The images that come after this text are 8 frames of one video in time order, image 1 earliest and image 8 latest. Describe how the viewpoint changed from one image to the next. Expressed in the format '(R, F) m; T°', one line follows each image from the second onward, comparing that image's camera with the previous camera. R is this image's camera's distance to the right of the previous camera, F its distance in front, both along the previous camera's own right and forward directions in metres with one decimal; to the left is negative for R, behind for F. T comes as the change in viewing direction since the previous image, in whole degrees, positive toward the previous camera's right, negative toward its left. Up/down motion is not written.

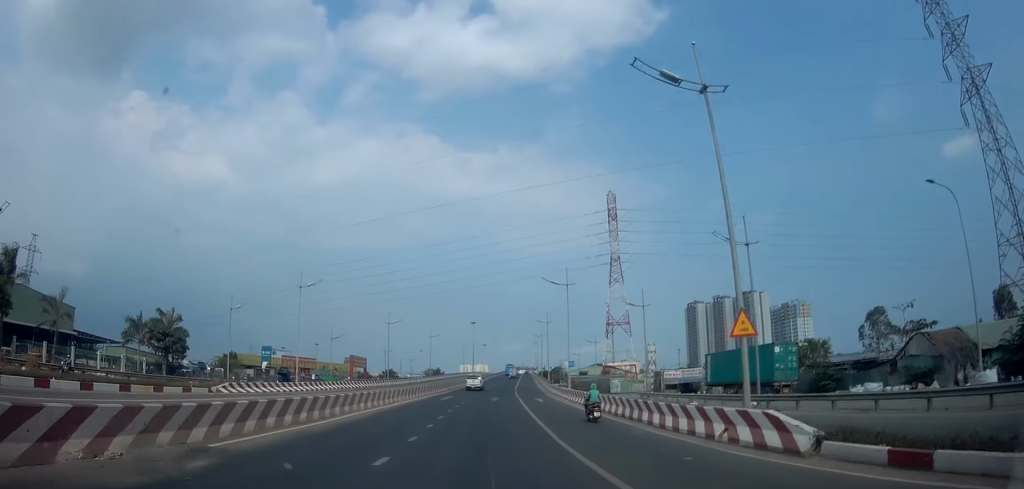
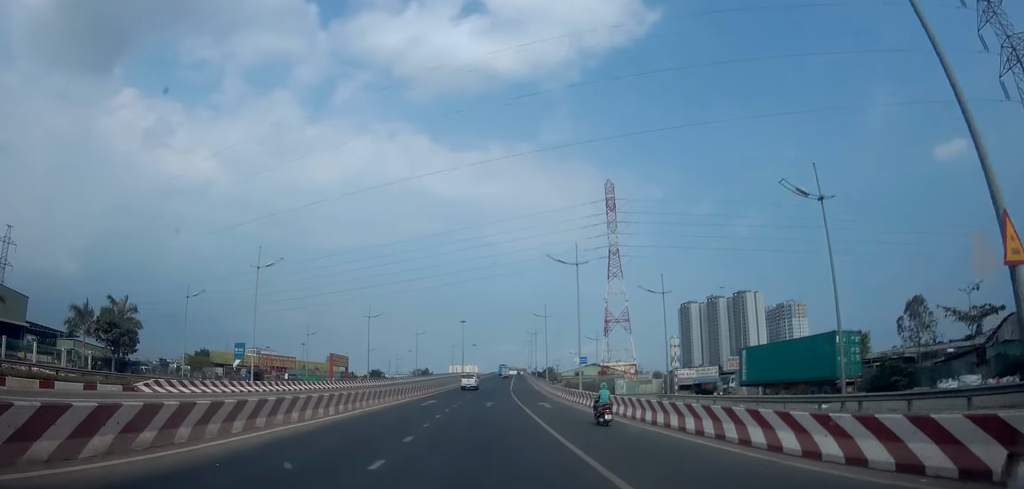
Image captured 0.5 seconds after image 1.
(+0.1, +8.3) m; +1°
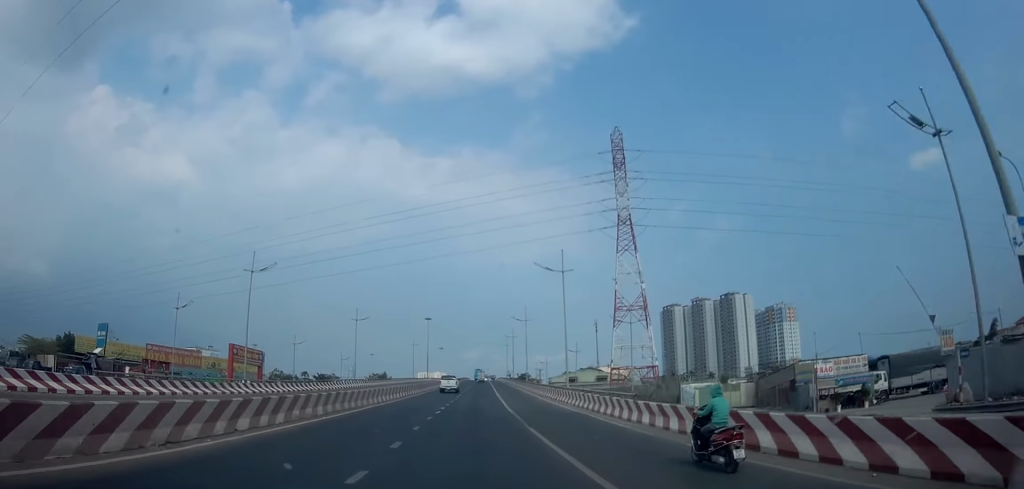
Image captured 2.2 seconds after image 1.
(+0.8, +32.6) m; +3°
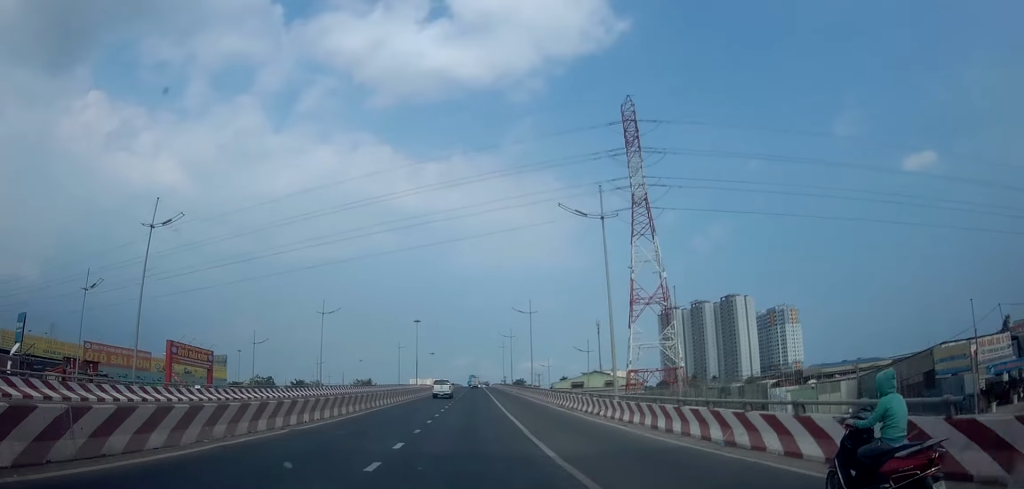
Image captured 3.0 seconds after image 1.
(+0.3, +14.8) m; +1°
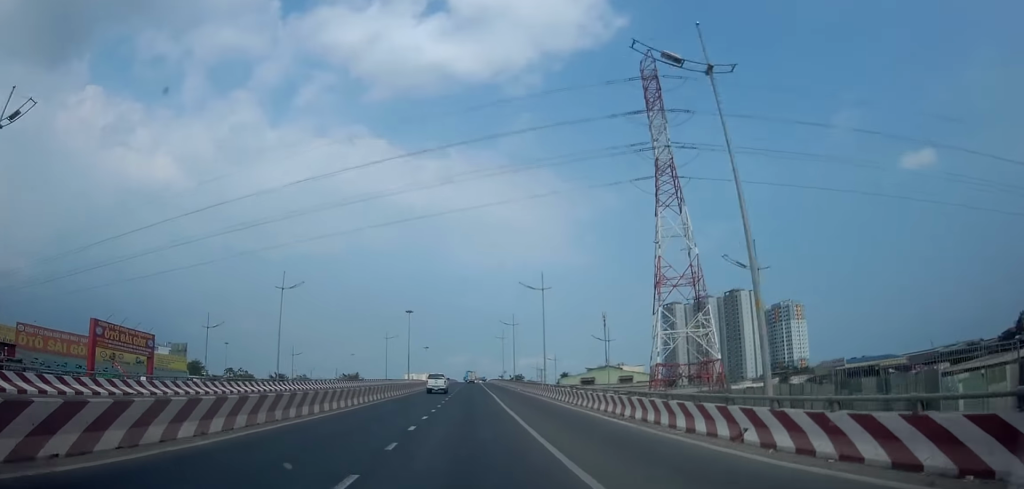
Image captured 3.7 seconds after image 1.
(+0.1, +13.1) m; +1°
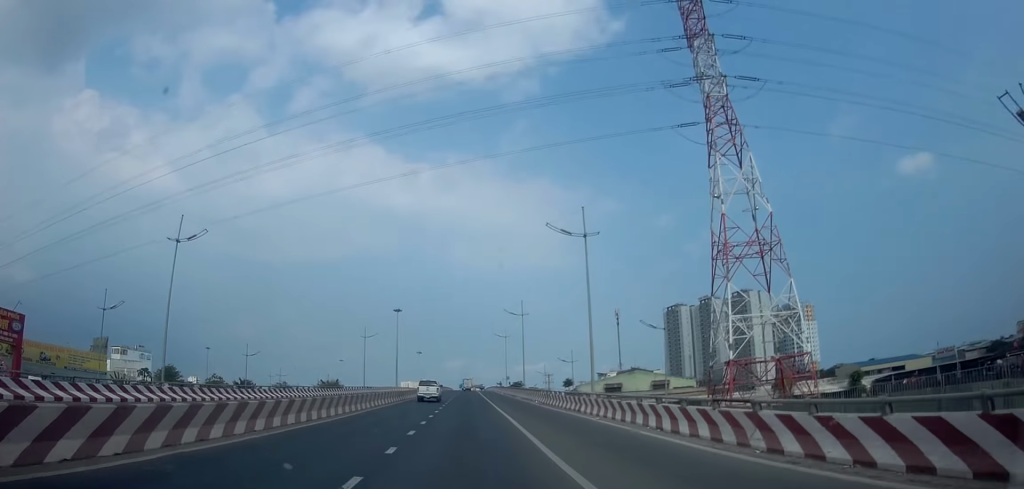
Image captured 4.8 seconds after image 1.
(+0.1, +19.4) m; 0°
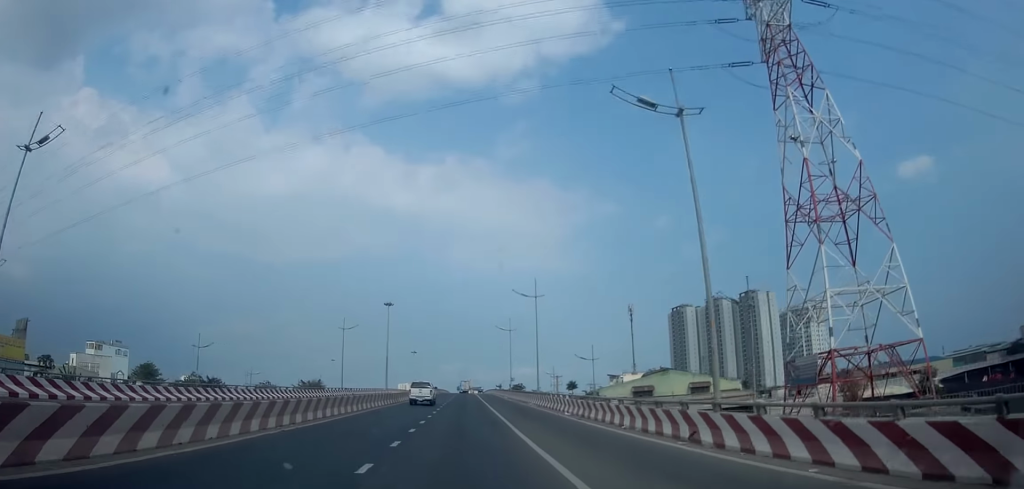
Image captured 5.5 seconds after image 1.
(0.0, +14.3) m; 0°
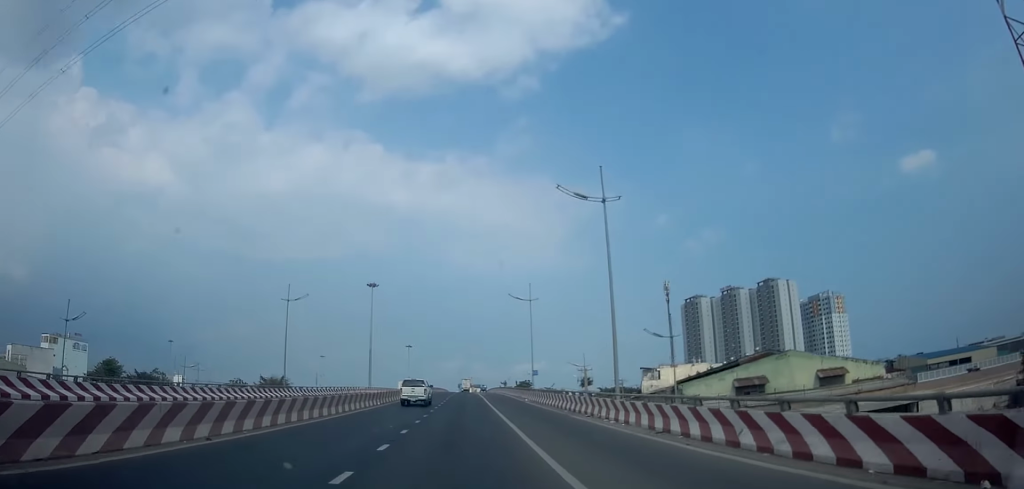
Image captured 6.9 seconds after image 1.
(-0.1, +25.4) m; 0°
